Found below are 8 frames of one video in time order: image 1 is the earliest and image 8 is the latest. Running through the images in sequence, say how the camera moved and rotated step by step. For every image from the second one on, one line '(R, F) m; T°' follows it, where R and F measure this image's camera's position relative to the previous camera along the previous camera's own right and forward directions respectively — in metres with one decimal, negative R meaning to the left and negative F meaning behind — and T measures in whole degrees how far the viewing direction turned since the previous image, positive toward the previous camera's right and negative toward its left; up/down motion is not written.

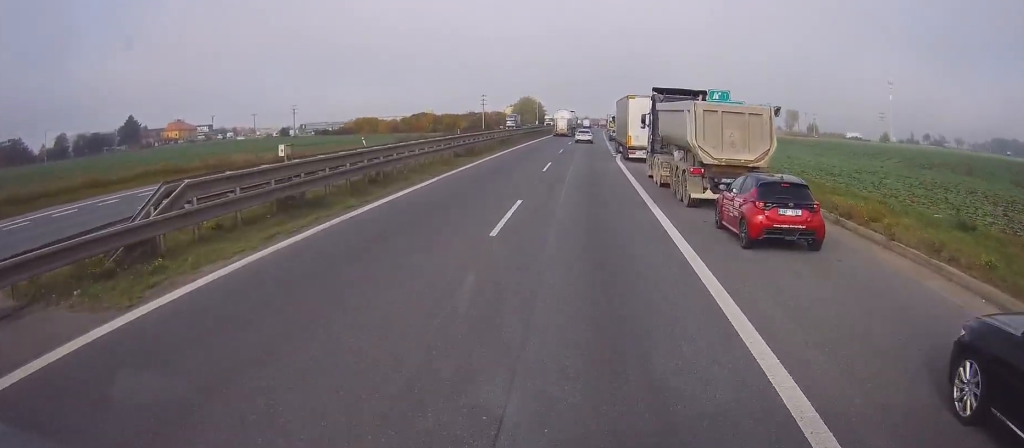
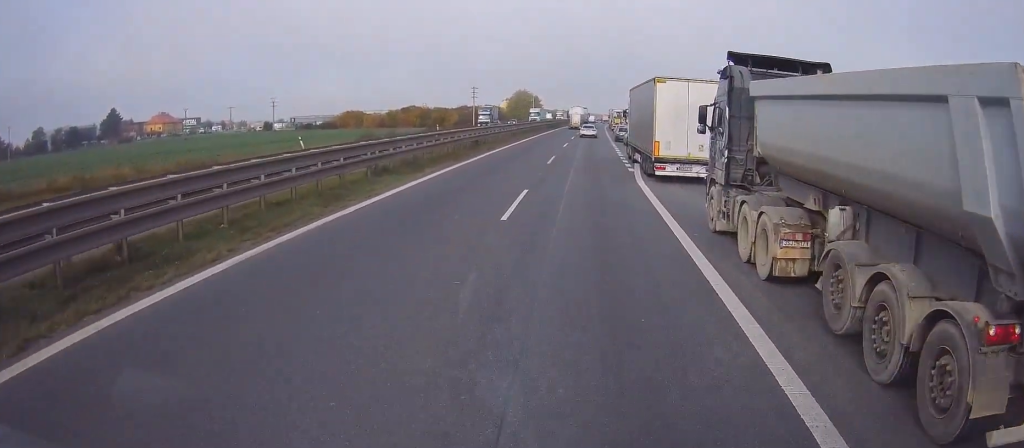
(-0.1, +15.2) m; -1°
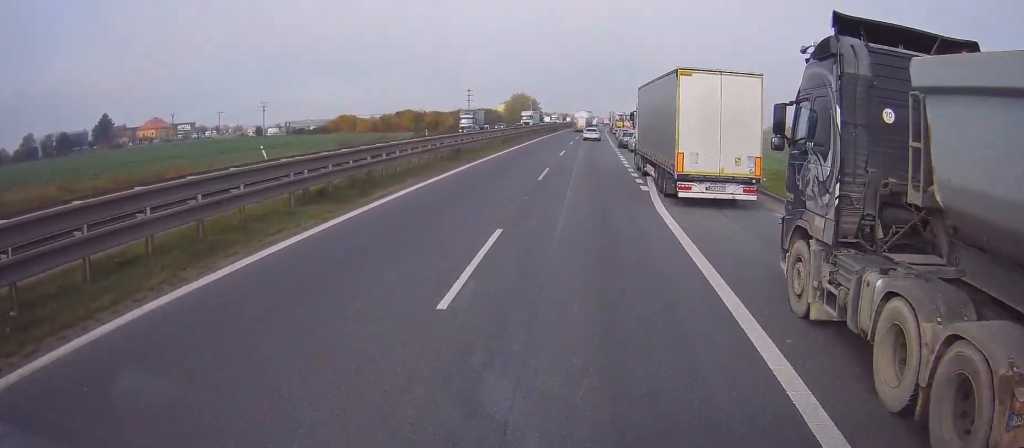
(+0.1, +6.9) m; -1°
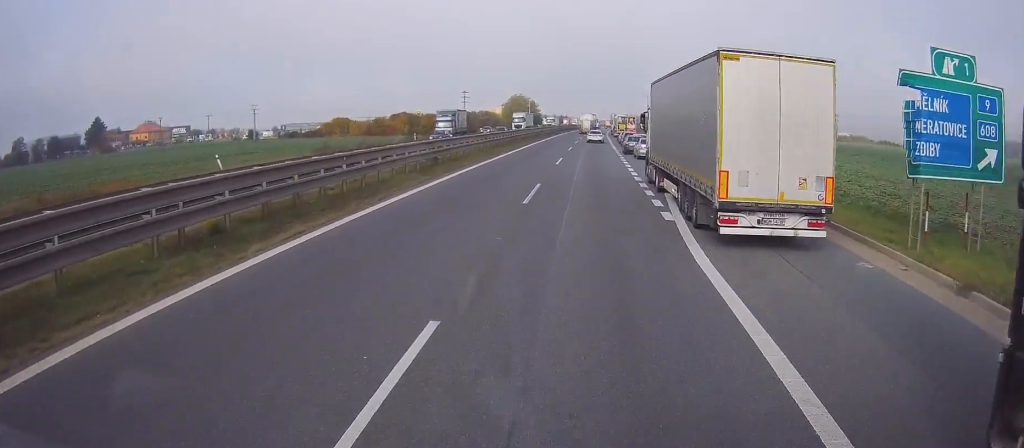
(-0.1, +6.7) m; 0°
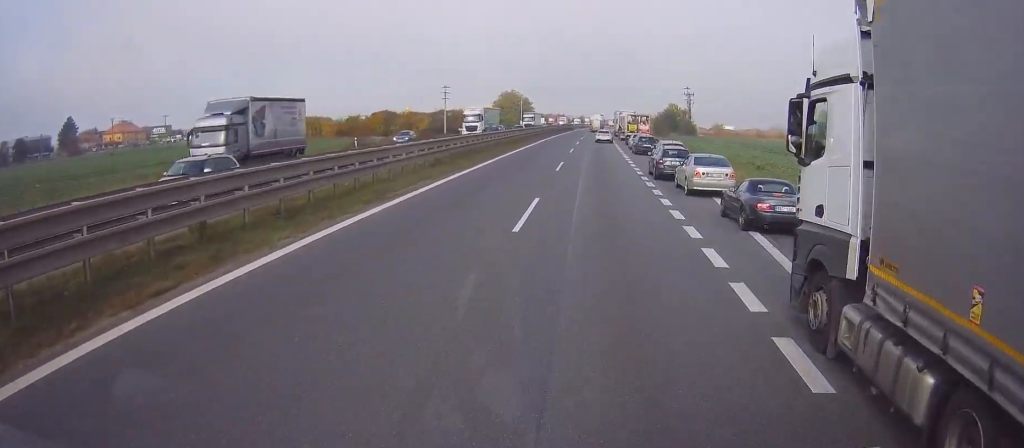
(0.0, +22.3) m; +1°
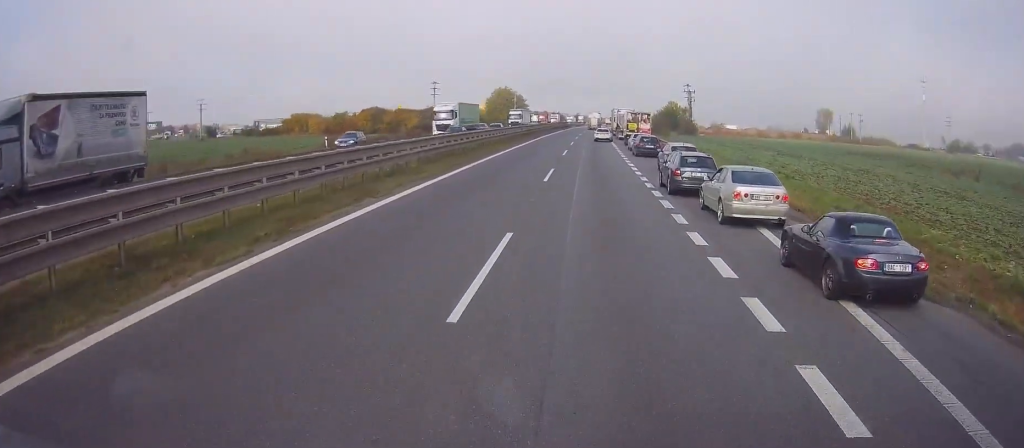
(0.0, +6.4) m; 0°
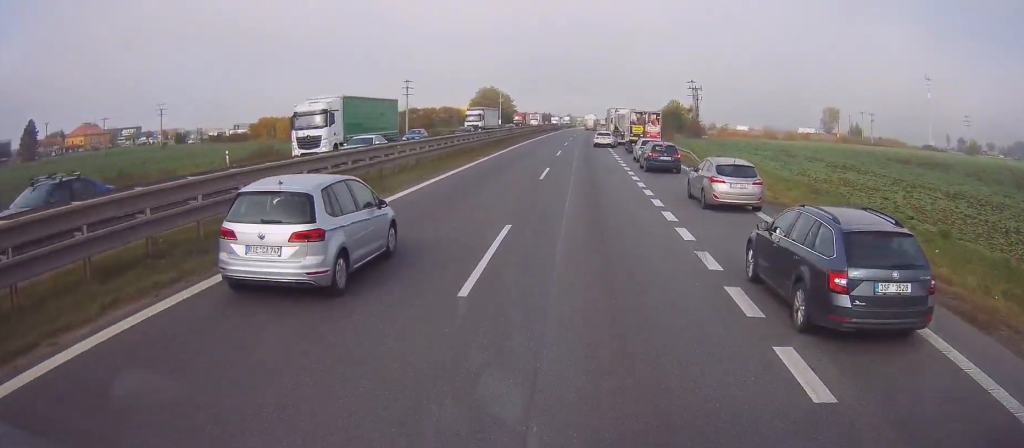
(+0.1, +16.4) m; +1°
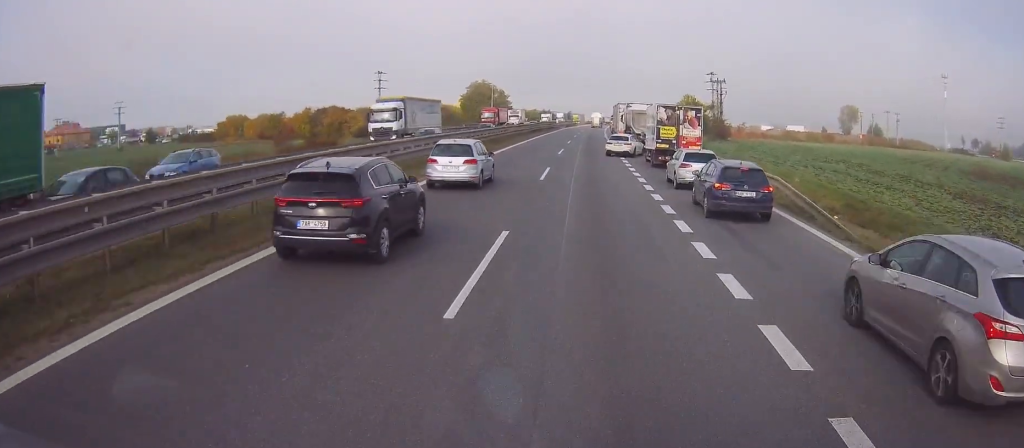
(+0.1, +17.7) m; 0°
